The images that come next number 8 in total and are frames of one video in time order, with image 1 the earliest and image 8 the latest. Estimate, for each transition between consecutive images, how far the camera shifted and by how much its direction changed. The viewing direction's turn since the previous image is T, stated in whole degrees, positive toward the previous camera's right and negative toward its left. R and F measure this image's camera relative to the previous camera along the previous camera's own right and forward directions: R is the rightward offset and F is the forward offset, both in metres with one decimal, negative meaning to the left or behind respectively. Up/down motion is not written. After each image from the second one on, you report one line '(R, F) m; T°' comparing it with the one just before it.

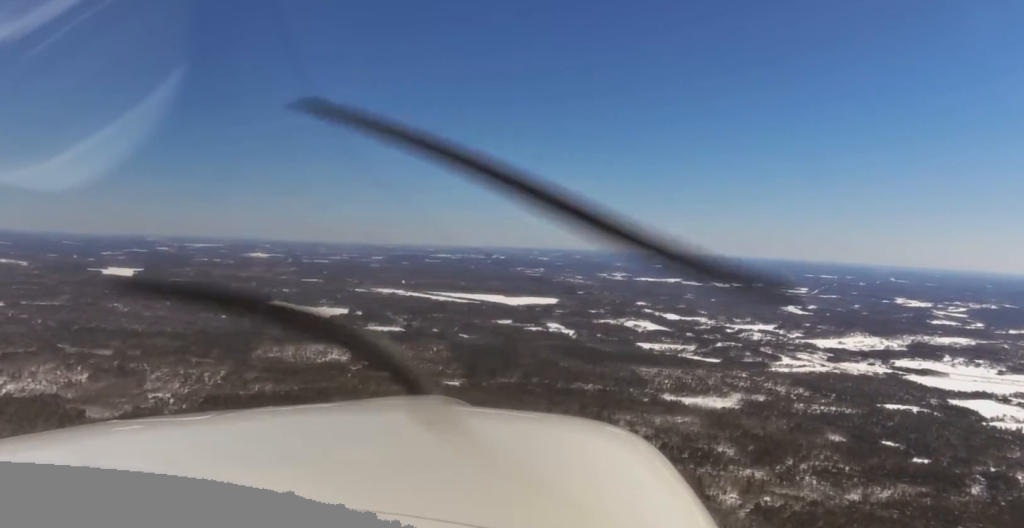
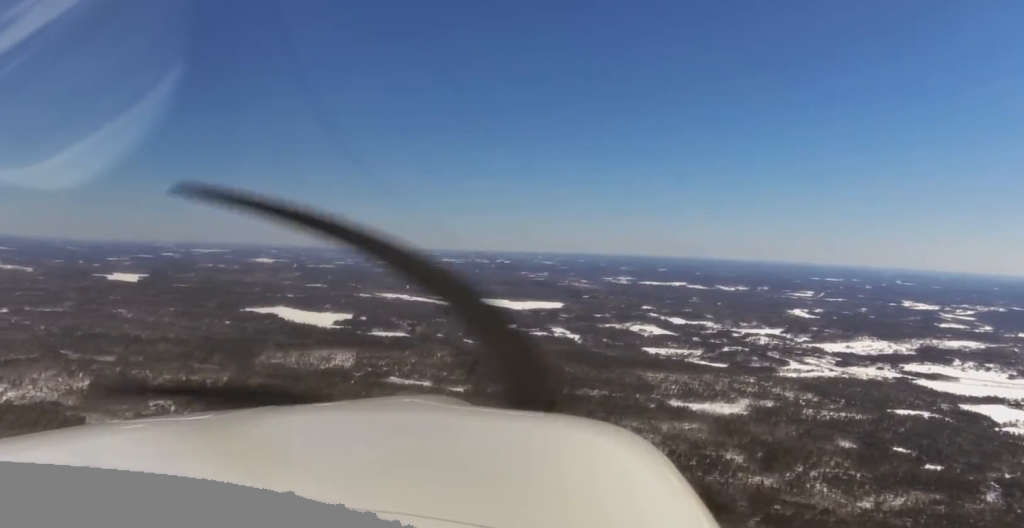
(+0.3, +32.8) m; 0°
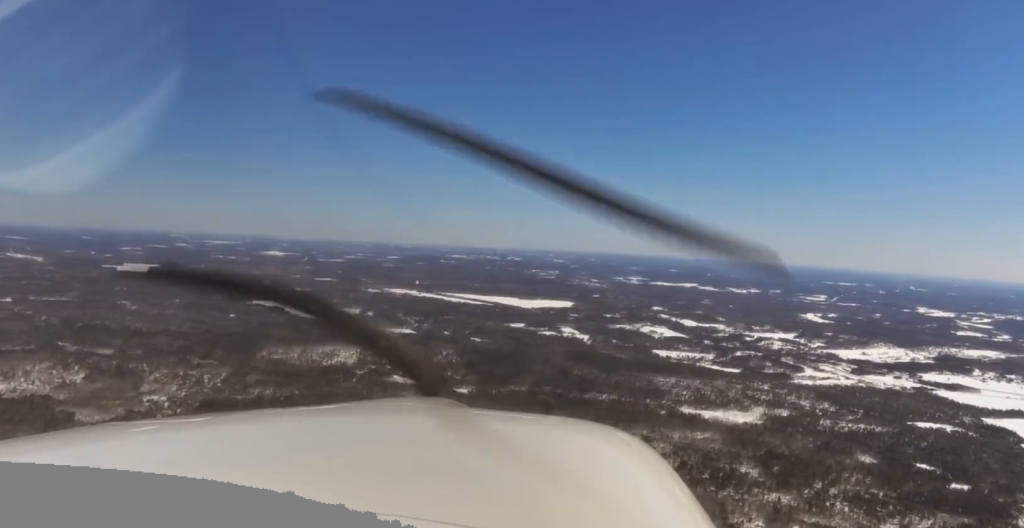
(-1.6, +98.6) m; -1°
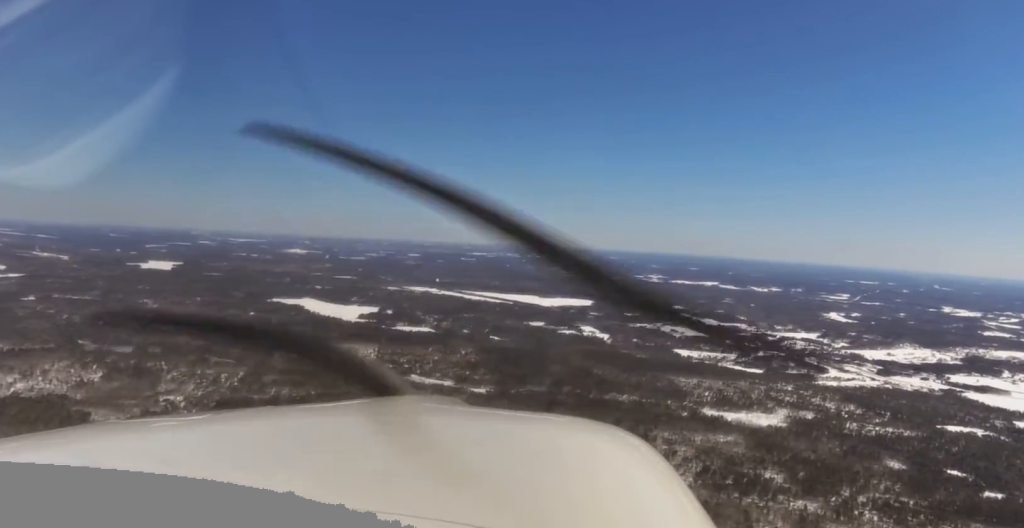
(-0.1, +48.4) m; 0°
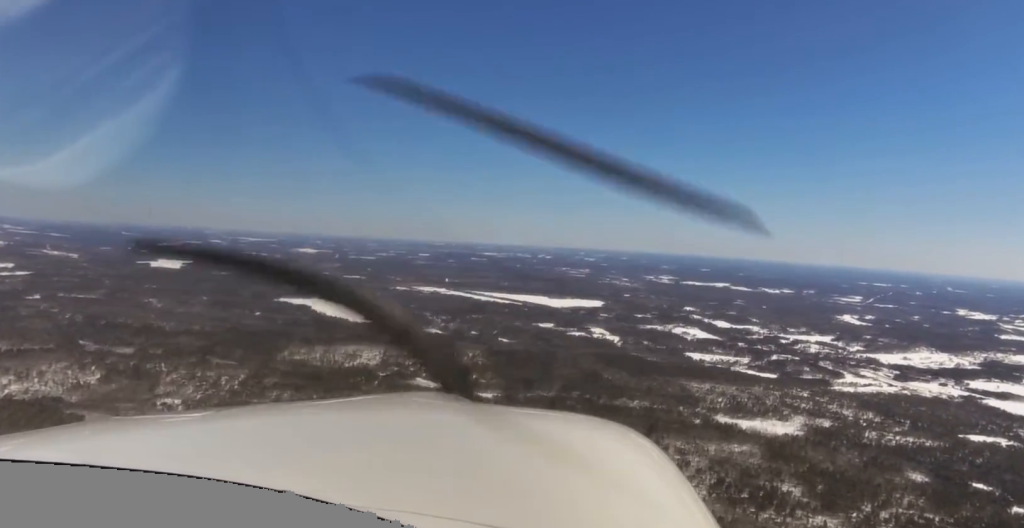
(+0.5, +77.3) m; 0°
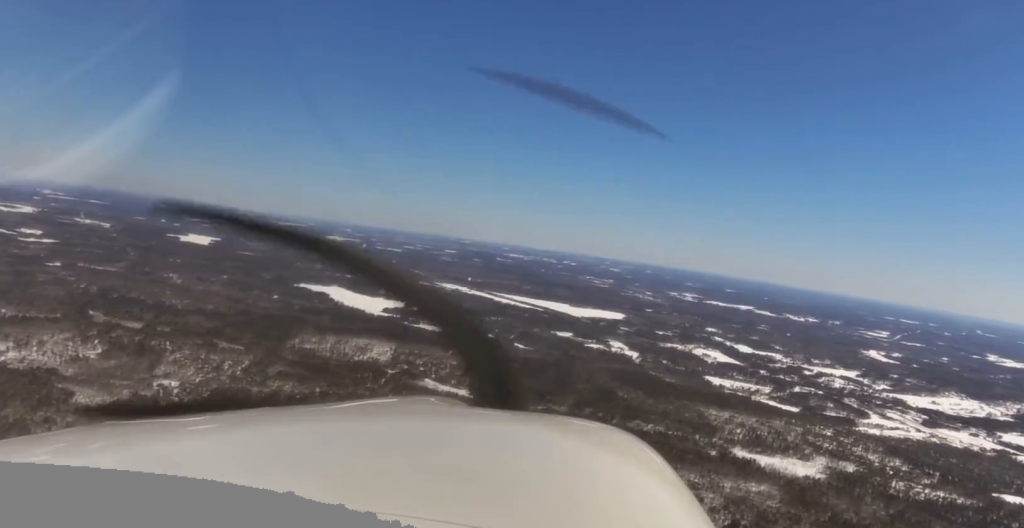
(-1.0, +119.0) m; -1°
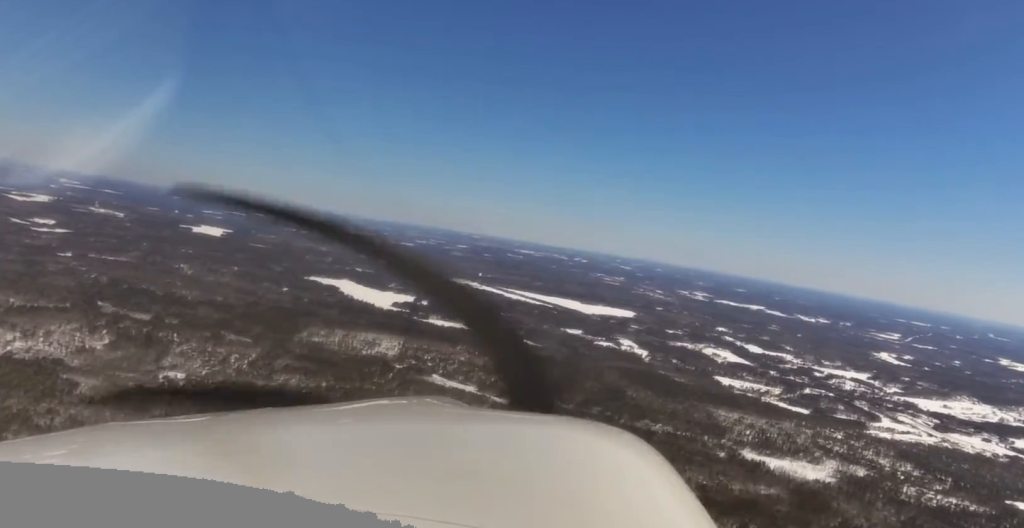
(0.0, +26.4) m; -1°
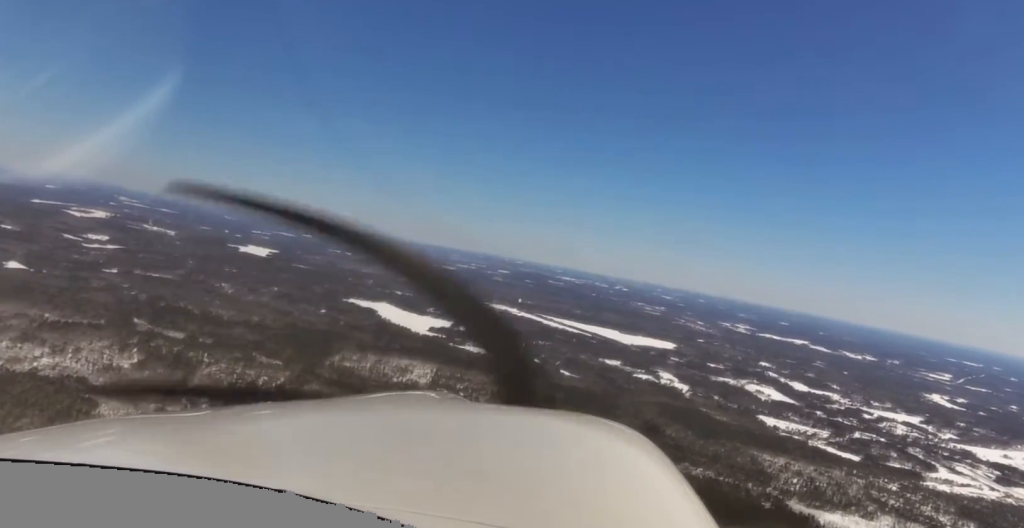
(-2.7, +115.0) m; -2°
